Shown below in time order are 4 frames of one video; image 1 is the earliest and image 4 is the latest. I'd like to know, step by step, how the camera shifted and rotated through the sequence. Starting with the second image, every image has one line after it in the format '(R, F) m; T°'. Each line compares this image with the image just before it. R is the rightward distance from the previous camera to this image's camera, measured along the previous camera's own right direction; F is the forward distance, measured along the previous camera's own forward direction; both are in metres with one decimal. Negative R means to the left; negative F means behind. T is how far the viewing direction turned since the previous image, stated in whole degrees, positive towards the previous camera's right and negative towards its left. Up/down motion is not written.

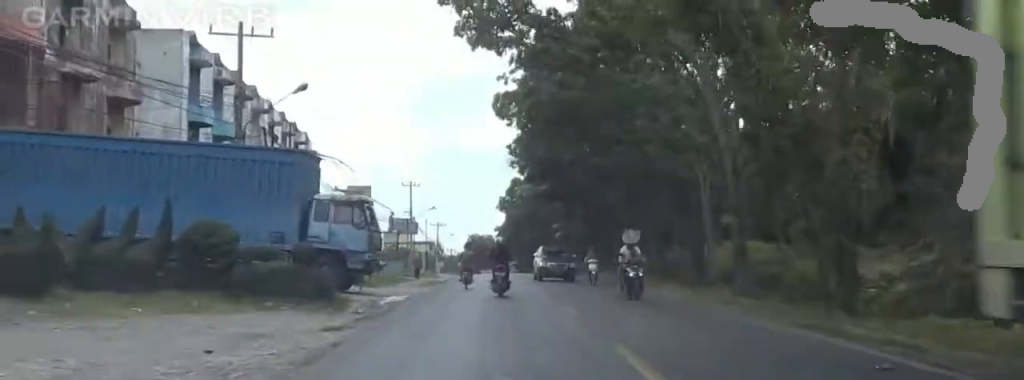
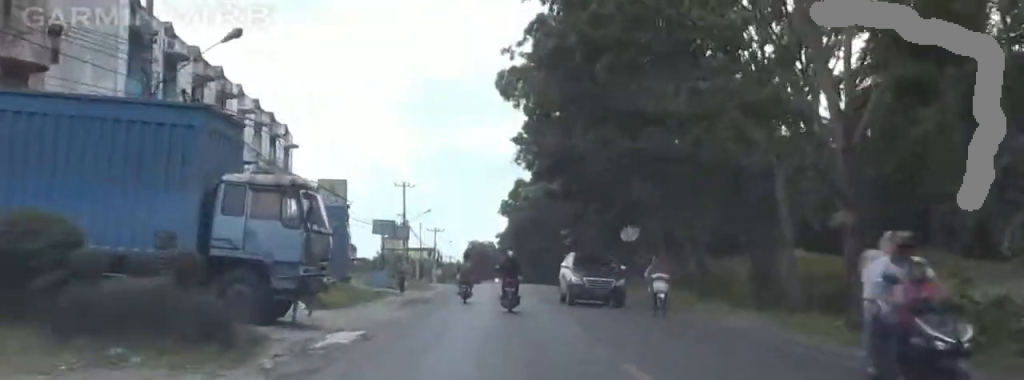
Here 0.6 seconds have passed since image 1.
(0.0, +9.0) m; -2°
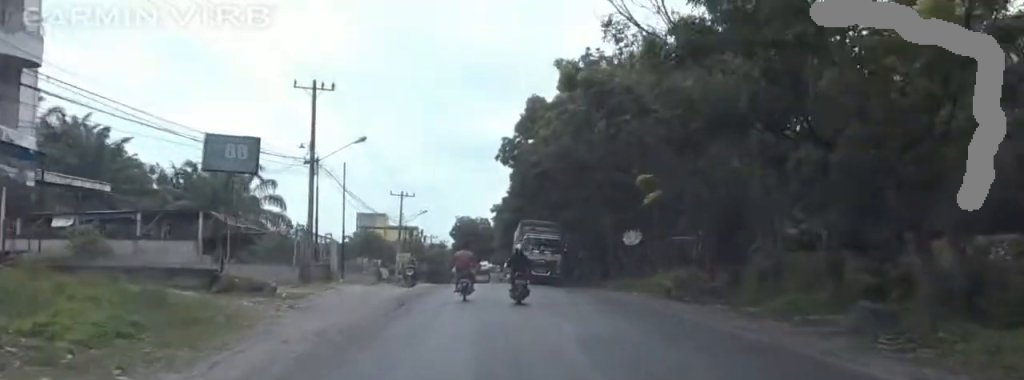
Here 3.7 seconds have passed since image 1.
(-1.6, +42.3) m; +2°
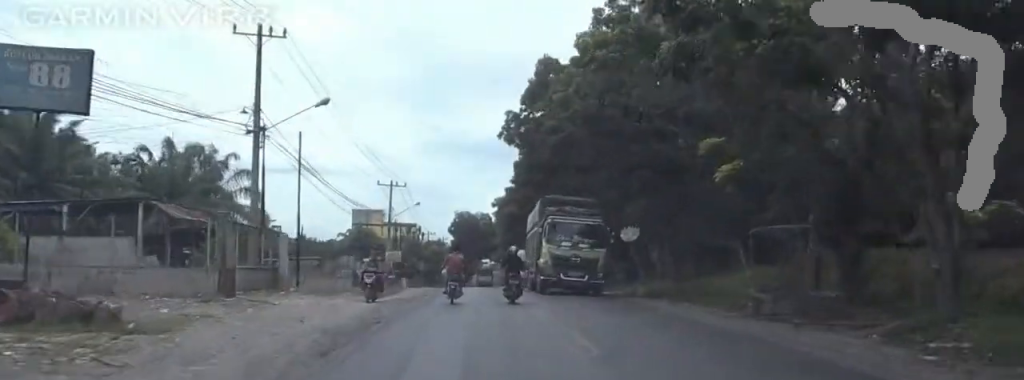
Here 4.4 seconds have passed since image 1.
(0.0, +10.7) m; 0°
